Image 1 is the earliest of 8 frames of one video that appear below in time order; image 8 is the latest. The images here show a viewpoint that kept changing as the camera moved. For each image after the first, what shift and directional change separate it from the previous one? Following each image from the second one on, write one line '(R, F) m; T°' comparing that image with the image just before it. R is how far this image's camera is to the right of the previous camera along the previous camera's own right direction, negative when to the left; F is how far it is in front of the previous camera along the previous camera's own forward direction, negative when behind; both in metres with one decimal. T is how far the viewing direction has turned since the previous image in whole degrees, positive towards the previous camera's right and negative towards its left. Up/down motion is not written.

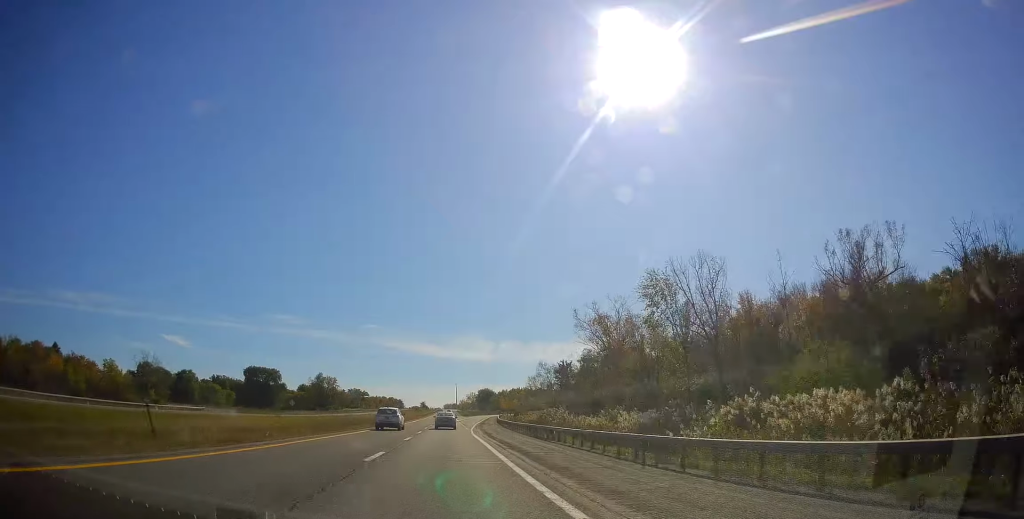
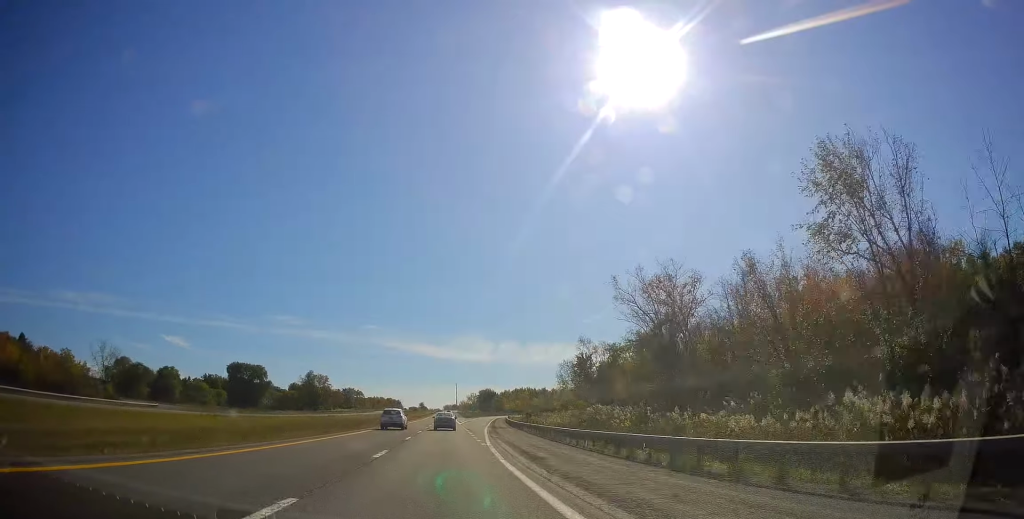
(0.0, +22.0) m; 0°
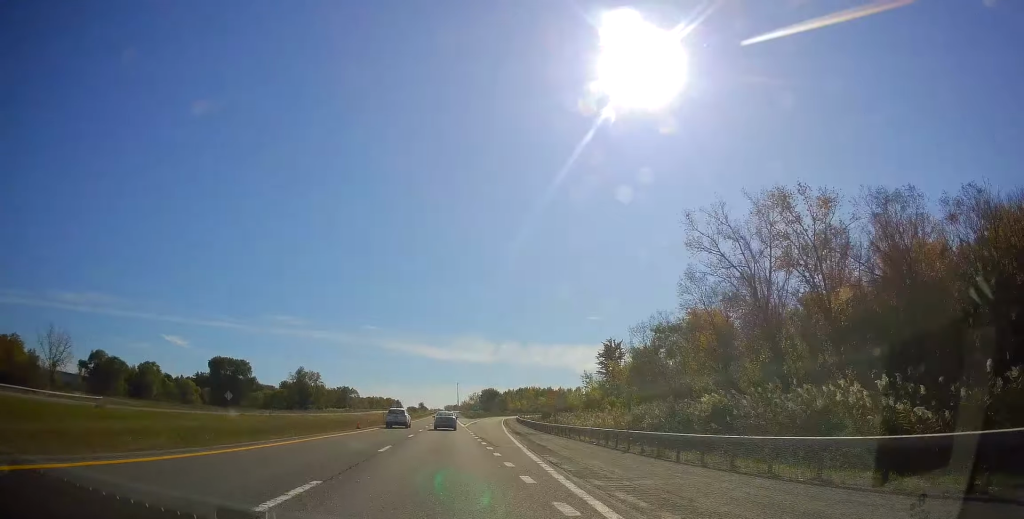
(-0.1, +22.1) m; +1°
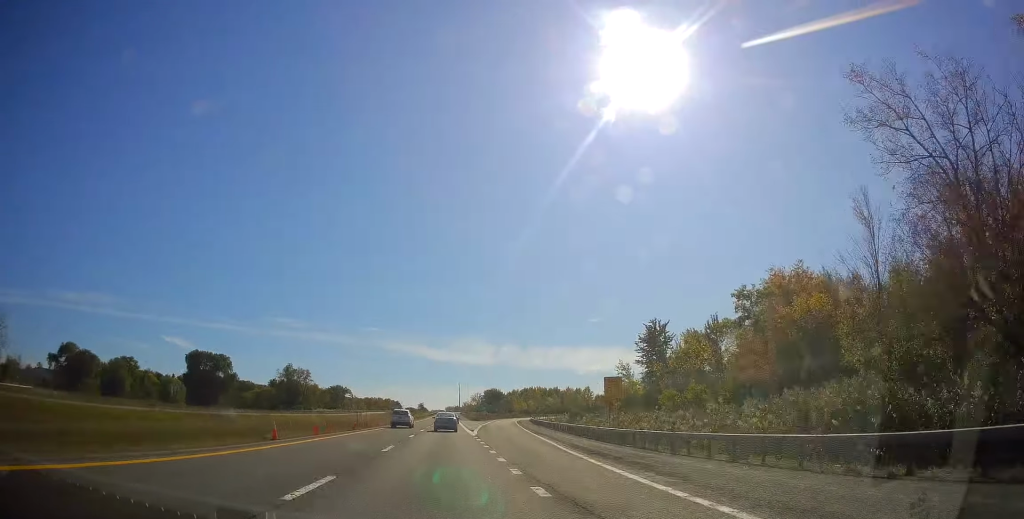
(+0.4, +23.1) m; +1°
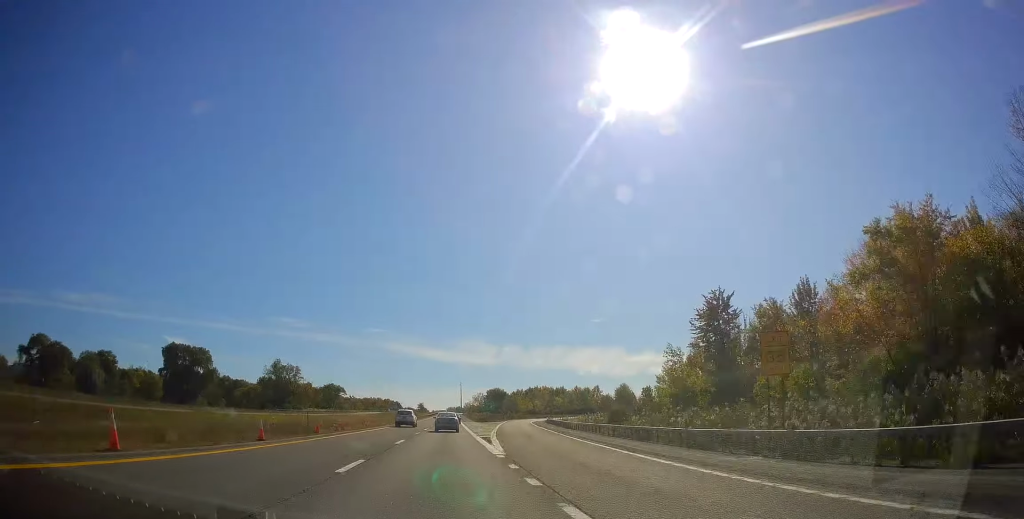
(0.0, +20.1) m; 0°
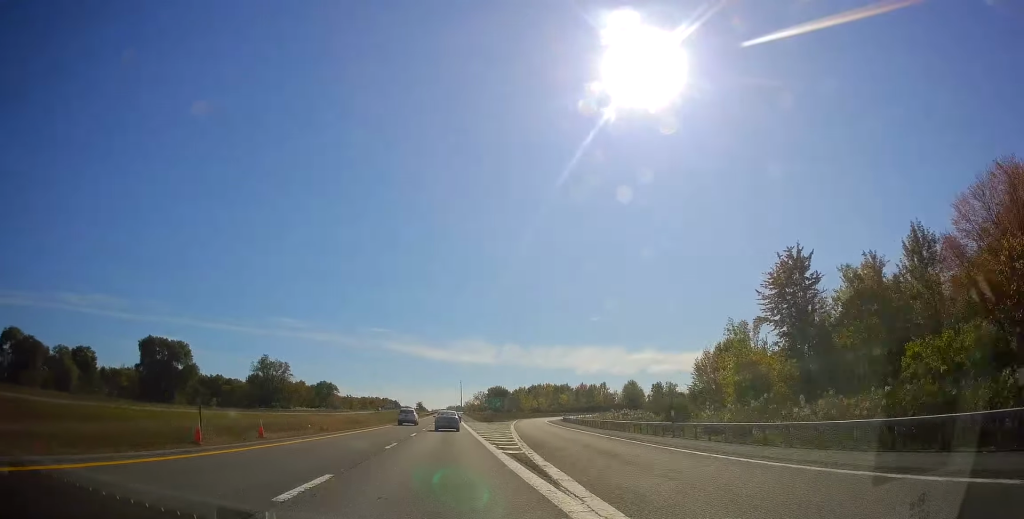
(0.0, +16.3) m; 0°
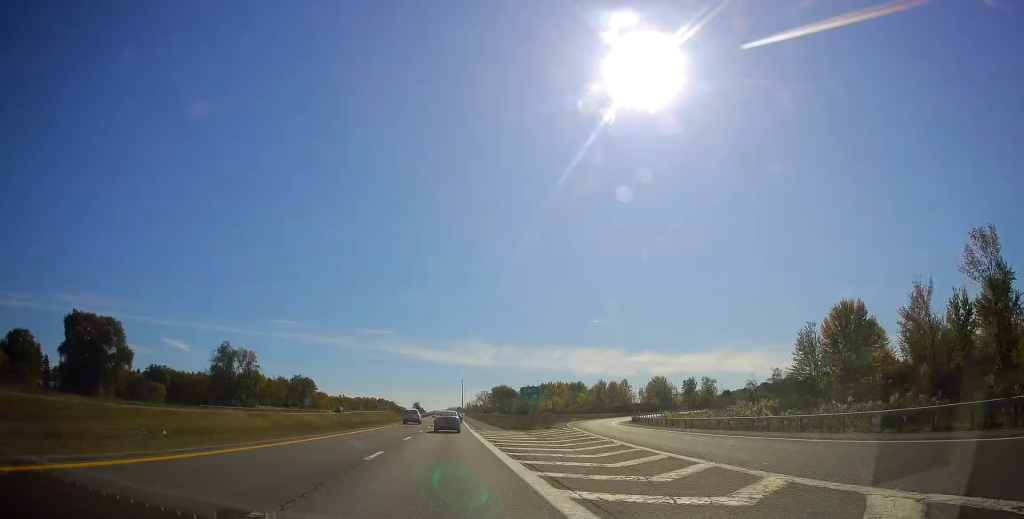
(-0.4, +41.5) m; -2°
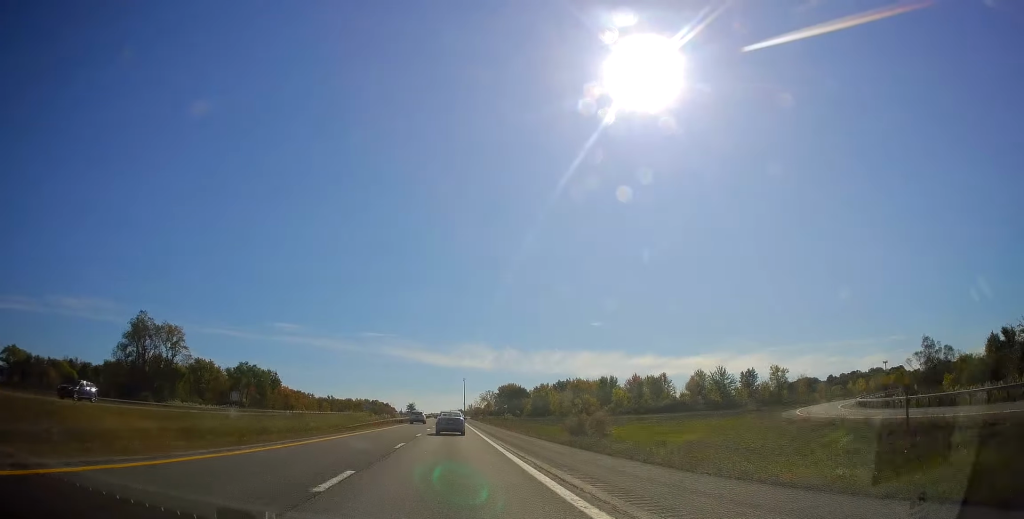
(-0.7, +55.4) m; -1°
